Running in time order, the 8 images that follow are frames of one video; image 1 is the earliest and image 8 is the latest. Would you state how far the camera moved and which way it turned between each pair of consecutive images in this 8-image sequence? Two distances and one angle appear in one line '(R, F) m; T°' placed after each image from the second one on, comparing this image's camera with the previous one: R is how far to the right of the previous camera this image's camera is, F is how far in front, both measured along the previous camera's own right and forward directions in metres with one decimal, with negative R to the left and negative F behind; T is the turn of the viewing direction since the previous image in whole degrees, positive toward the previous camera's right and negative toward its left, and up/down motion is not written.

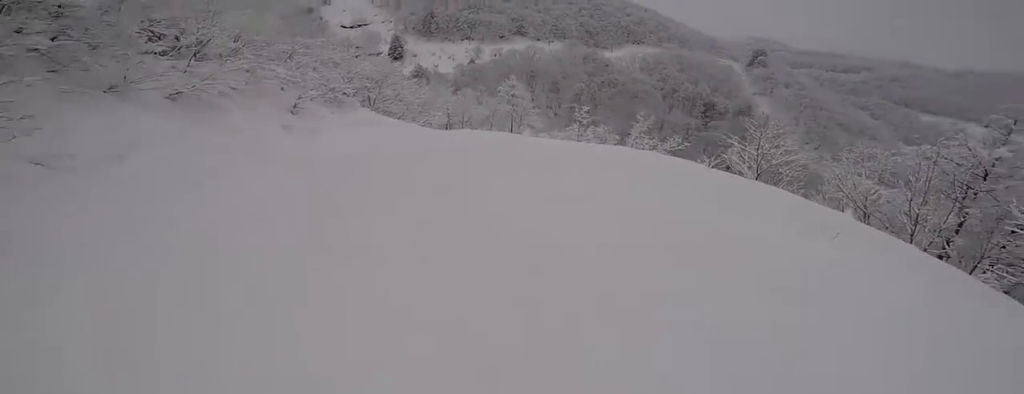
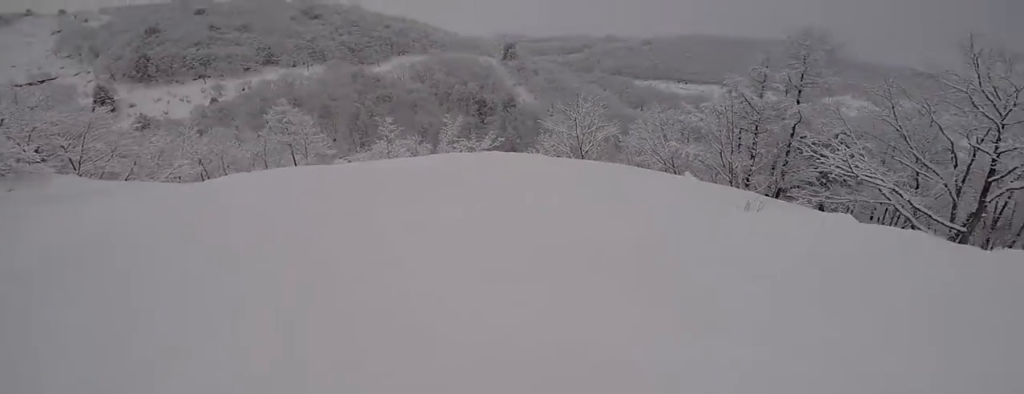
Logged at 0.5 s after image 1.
(-0.1, +2.0) m; +15°
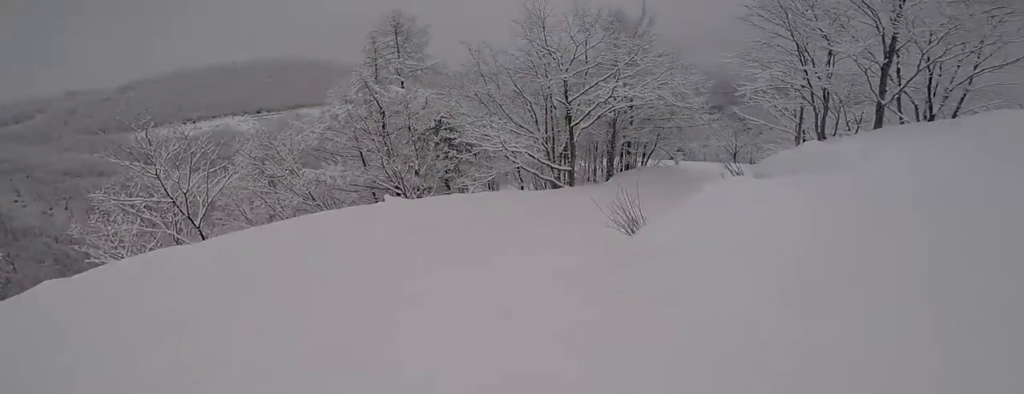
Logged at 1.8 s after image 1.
(+2.7, +3.2) m; +75°
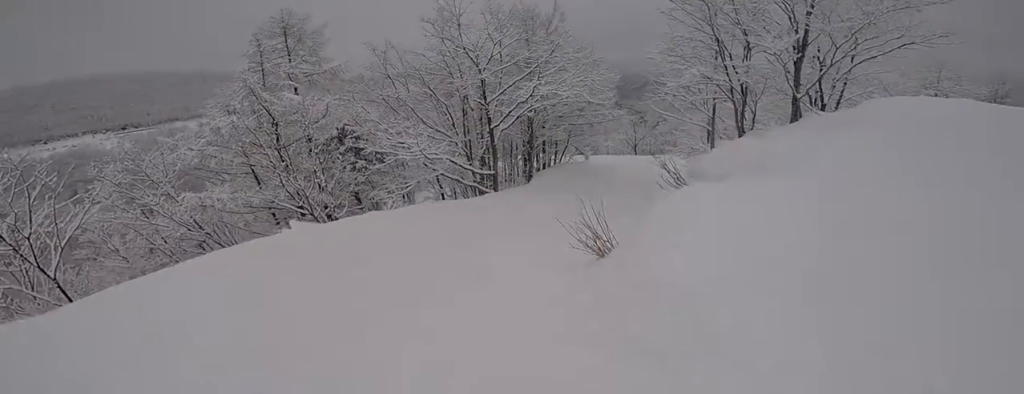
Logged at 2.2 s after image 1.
(+0.6, +1.6) m; +19°
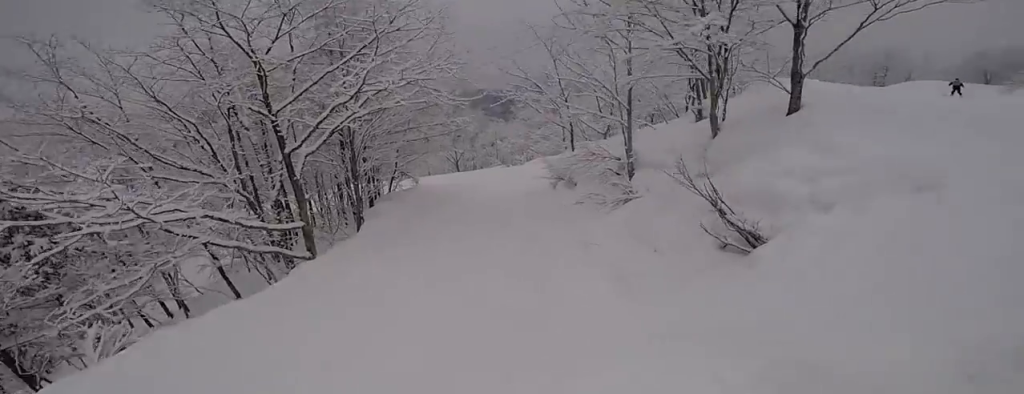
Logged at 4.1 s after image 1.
(+2.4, +8.5) m; +33°
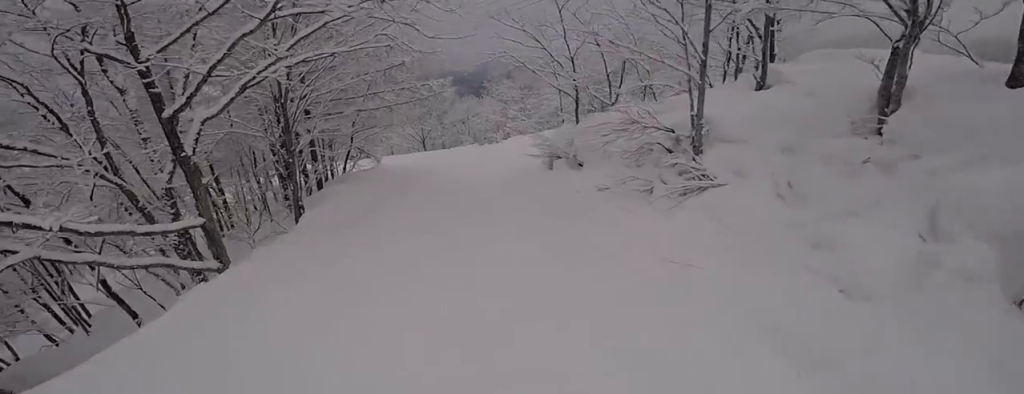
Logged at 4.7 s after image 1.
(+0.4, +3.5) m; +7°
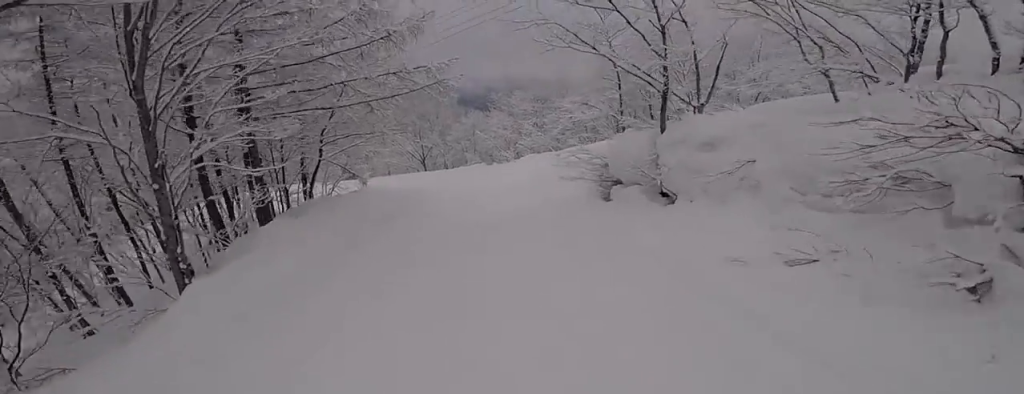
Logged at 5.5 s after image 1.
(+0.6, +4.8) m; +1°
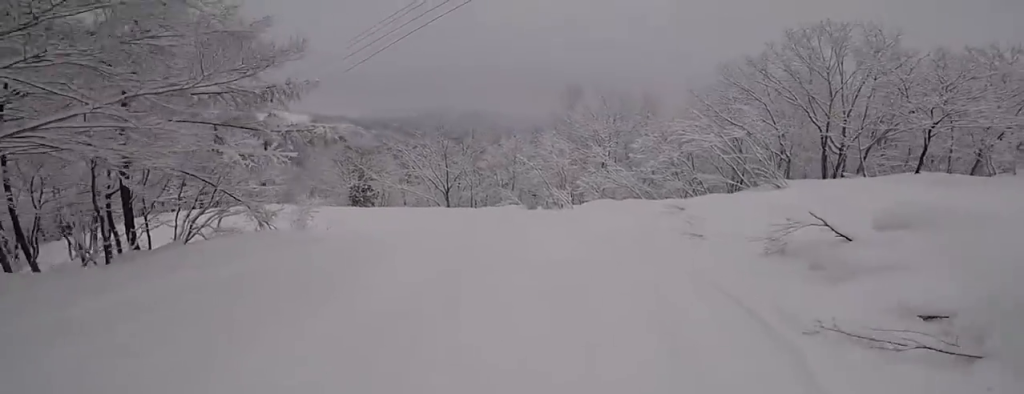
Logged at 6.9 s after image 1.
(-1.3, +10.3) m; -15°
